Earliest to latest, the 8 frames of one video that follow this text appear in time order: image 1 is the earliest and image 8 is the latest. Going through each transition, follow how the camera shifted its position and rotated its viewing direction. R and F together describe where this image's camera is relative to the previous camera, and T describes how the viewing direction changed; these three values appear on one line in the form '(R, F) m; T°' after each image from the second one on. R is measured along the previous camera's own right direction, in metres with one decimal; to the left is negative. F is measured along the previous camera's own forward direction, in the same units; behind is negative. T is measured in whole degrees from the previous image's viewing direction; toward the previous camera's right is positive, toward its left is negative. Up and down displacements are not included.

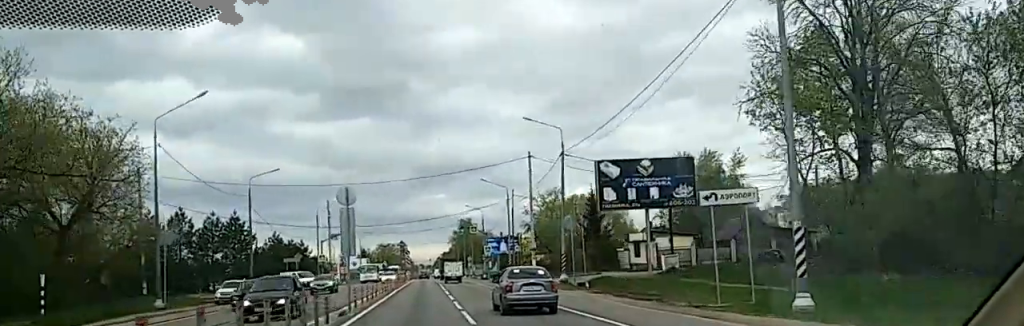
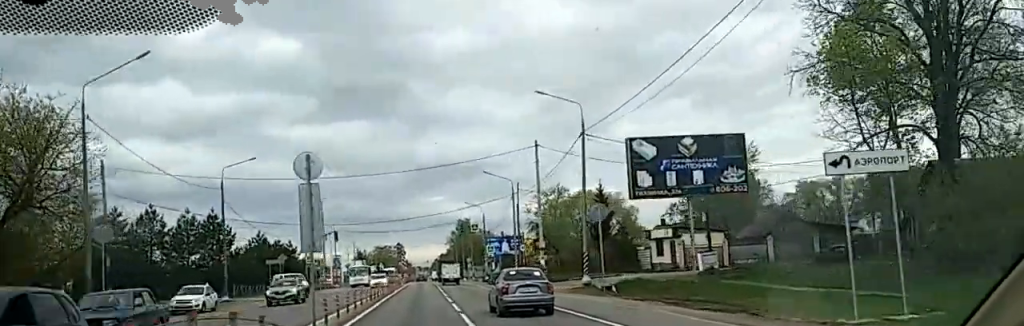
(-0.2, +8.1) m; 0°
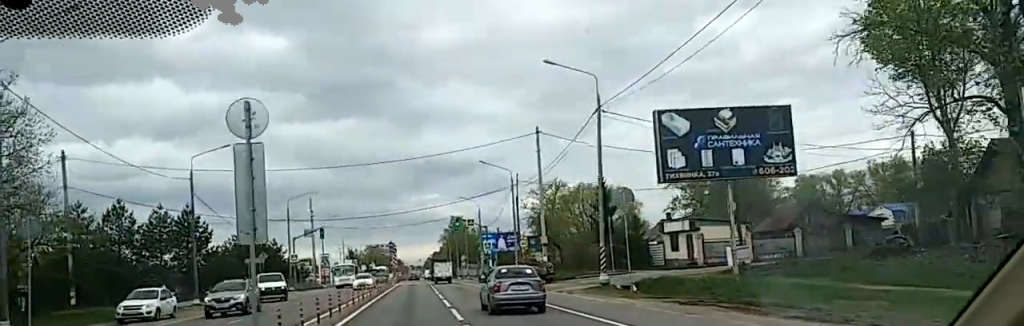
(-0.1, +5.9) m; 0°
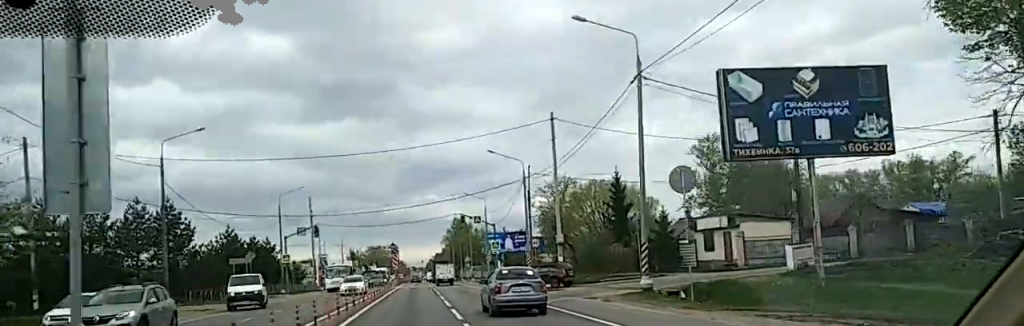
(+0.1, +7.1) m; +1°
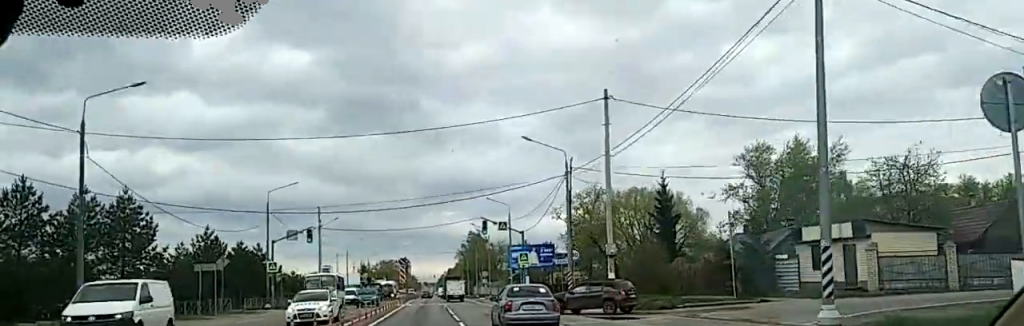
(+0.1, +13.7) m; 0°
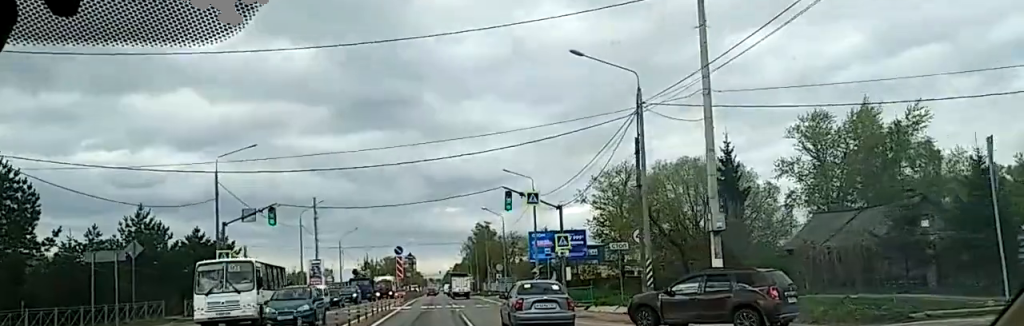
(-0.2, +17.3) m; -1°
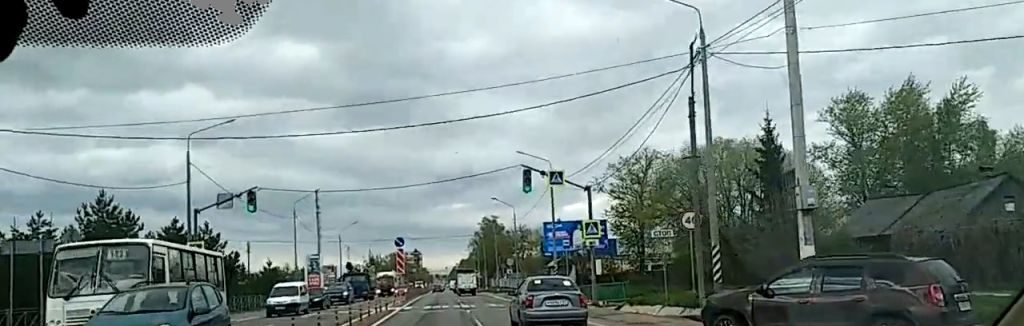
(0.0, +7.3) m; +1°
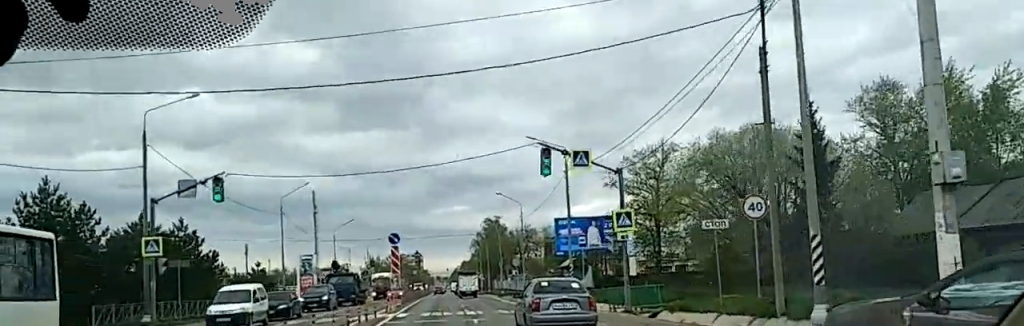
(-0.1, +6.8) m; +2°
